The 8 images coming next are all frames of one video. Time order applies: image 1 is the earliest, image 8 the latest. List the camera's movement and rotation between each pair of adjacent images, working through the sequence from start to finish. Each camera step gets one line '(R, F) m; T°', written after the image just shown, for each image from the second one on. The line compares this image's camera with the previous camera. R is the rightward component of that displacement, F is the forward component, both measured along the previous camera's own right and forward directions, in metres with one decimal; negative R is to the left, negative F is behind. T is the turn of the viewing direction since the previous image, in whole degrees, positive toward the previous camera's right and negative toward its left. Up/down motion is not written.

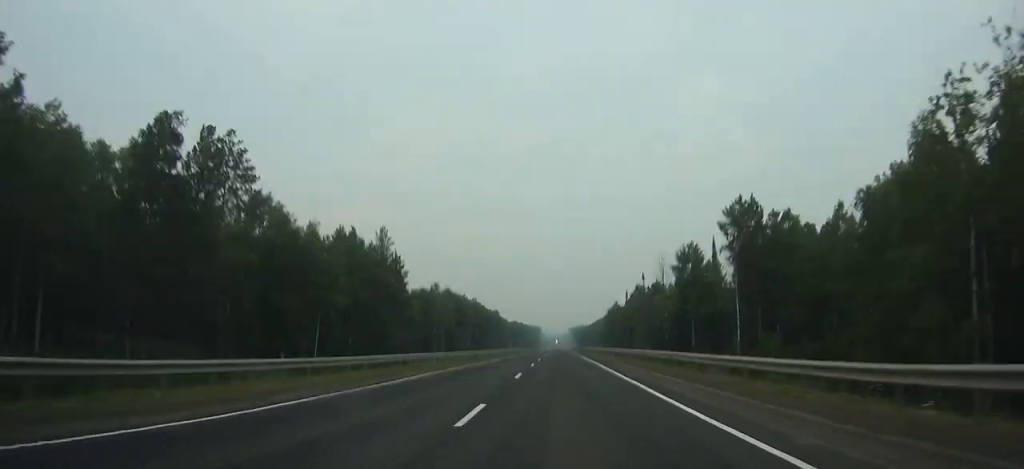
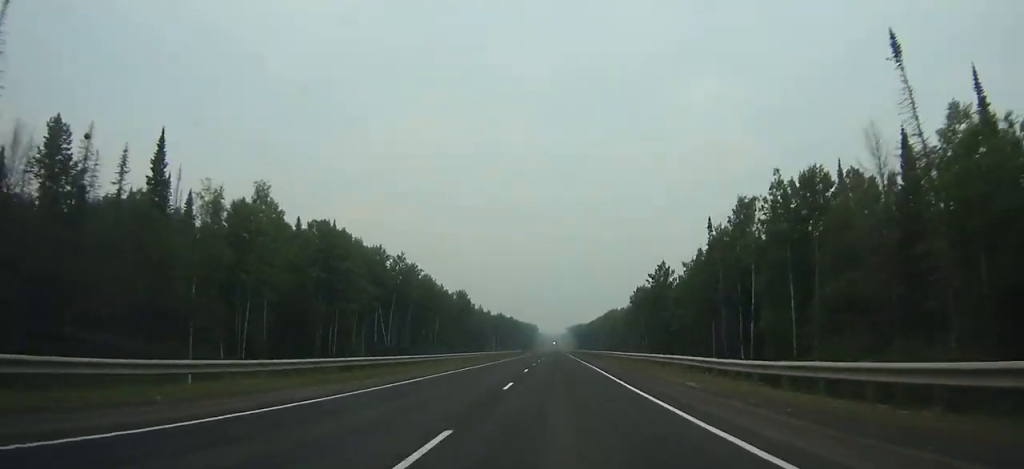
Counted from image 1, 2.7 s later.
(-0.1, +87.8) m; 0°
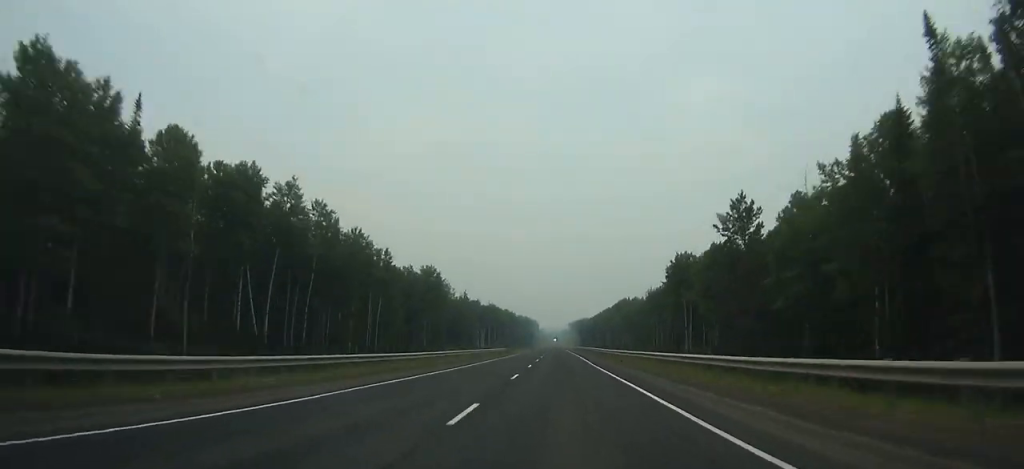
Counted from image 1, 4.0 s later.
(-0.1, +42.3) m; 0°
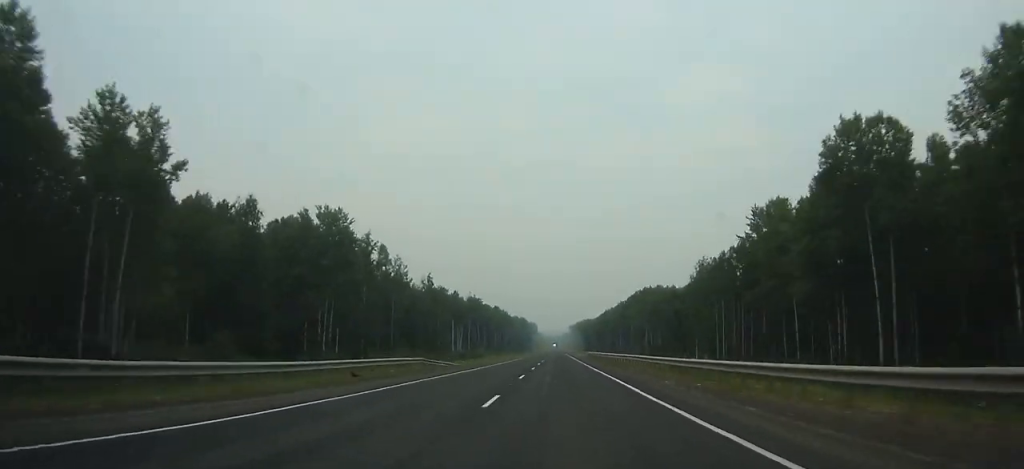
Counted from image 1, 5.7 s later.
(0.0, +56.2) m; 0°
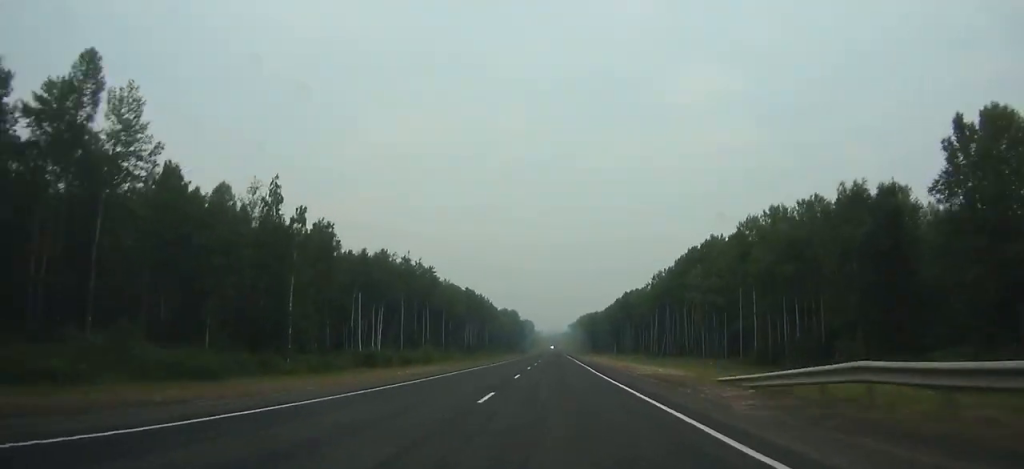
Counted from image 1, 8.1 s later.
(+0.1, +81.3) m; 0°
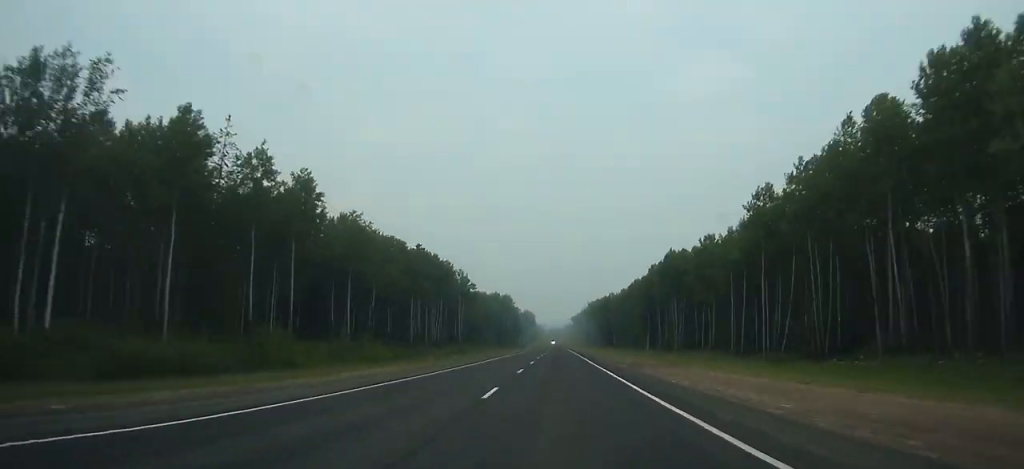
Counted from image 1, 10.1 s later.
(0.0, +71.9) m; 0°
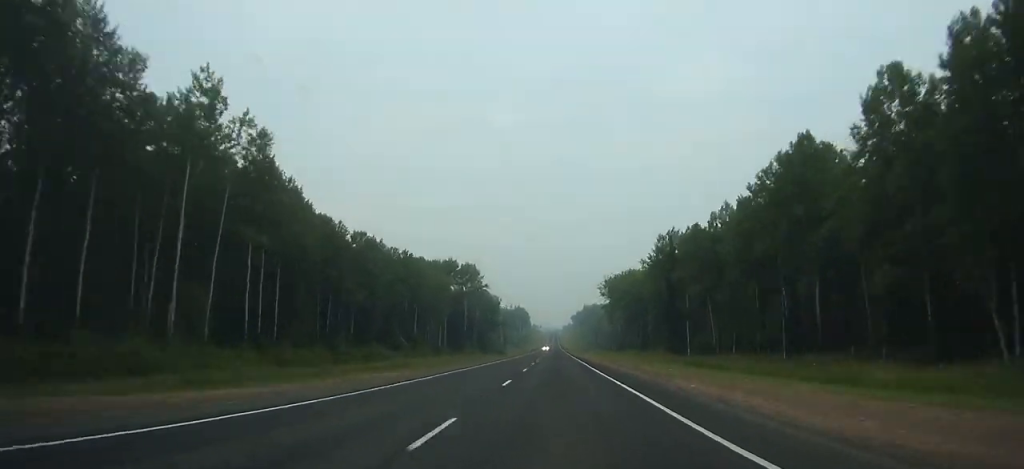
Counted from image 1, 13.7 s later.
(+0.1, +130.2) m; 0°
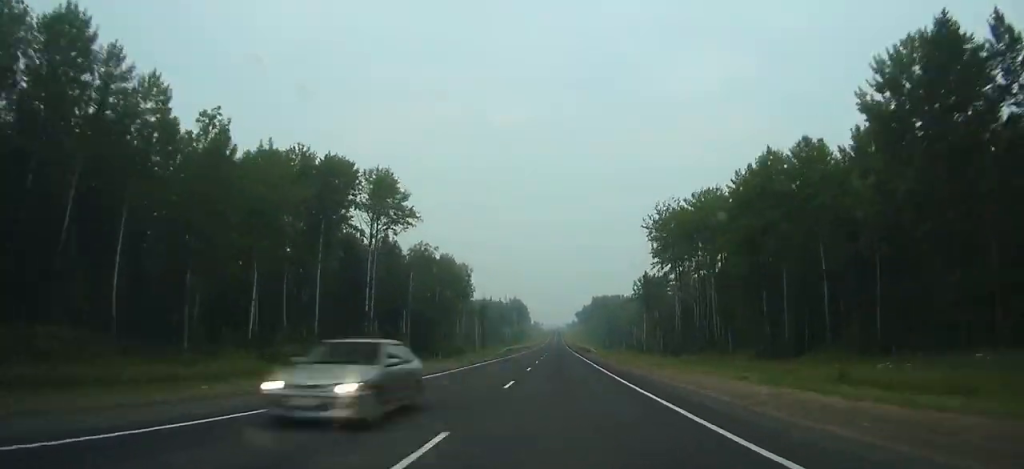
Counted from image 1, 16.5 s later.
(-0.2, +99.4) m; 0°
